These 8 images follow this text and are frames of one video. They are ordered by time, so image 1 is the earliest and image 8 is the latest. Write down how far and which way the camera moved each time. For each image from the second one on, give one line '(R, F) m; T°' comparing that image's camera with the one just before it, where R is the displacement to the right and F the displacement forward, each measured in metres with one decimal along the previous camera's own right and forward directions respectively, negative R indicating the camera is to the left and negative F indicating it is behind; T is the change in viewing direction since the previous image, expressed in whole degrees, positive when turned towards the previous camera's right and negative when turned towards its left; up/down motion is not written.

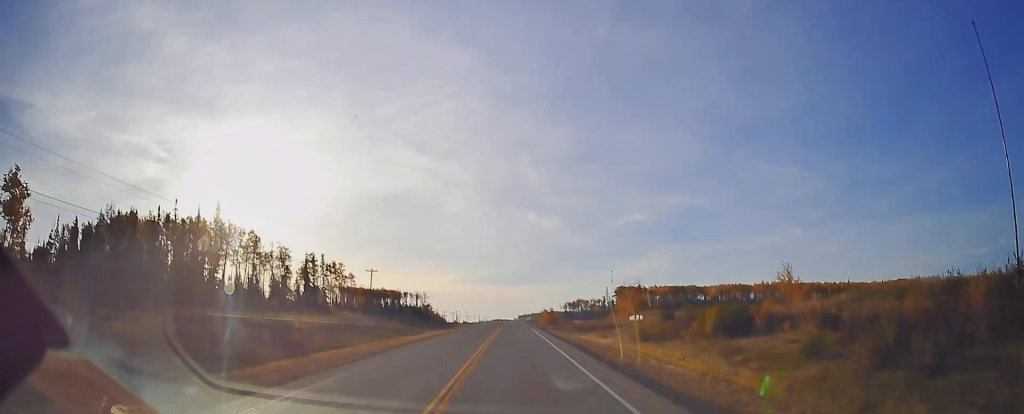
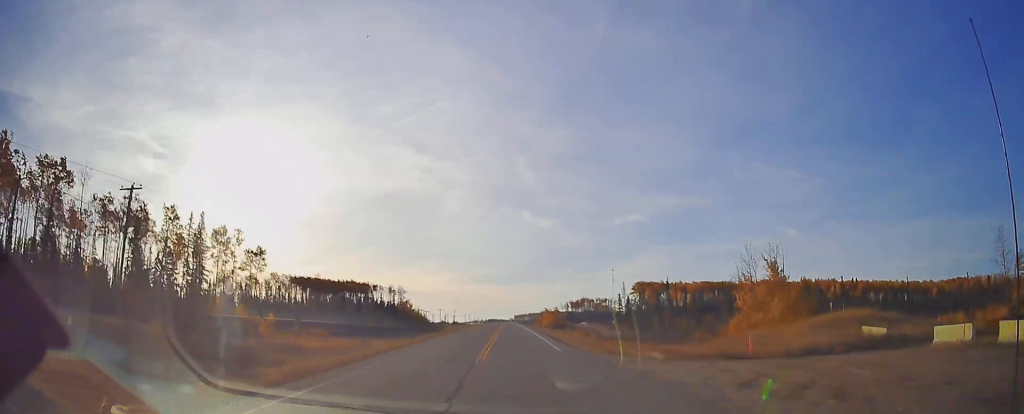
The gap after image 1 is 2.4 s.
(+0.2, +64.5) m; 0°
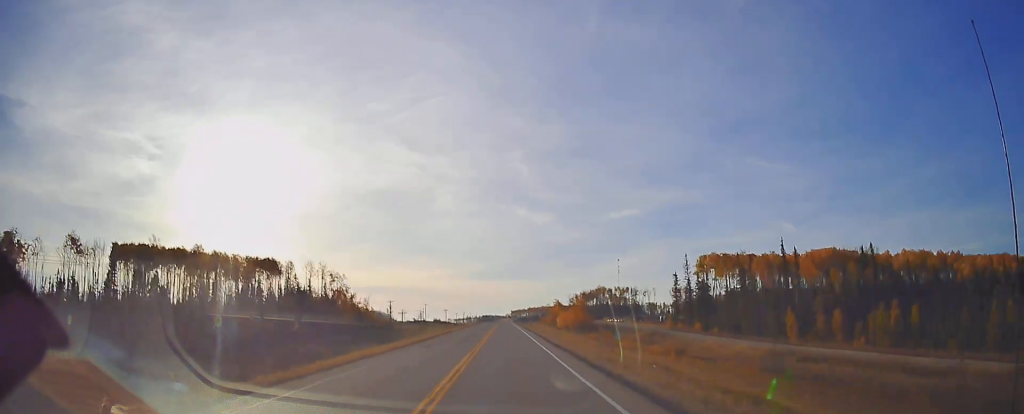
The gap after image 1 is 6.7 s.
(+1.2, +115.7) m; 0°
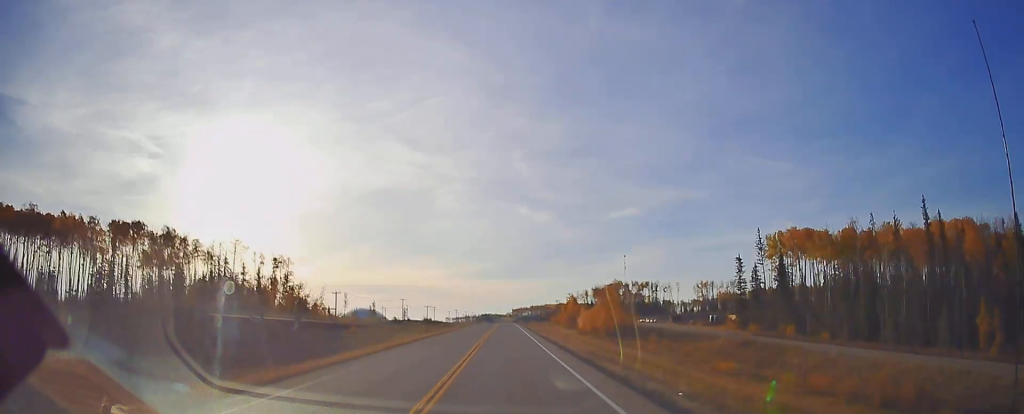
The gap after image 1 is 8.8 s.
(-0.4, +57.2) m; 0°
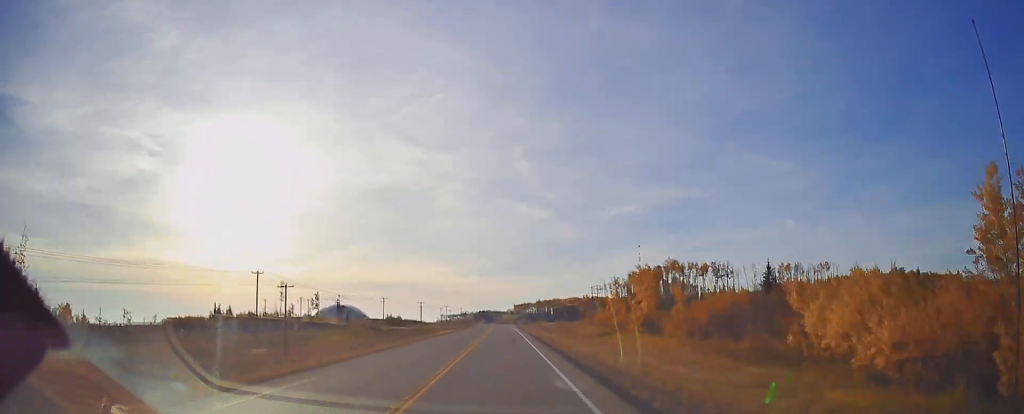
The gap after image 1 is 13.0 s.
(-0.5, +115.6) m; -1°
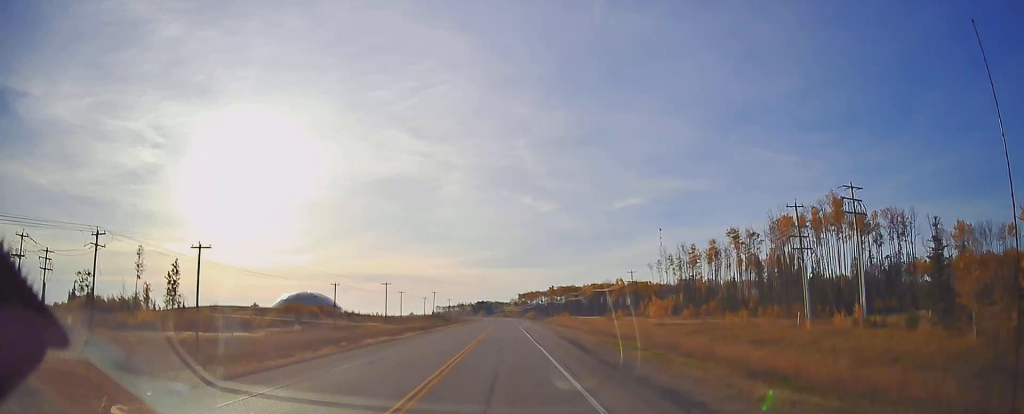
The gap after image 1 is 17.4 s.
(-0.2, +121.8) m; 0°
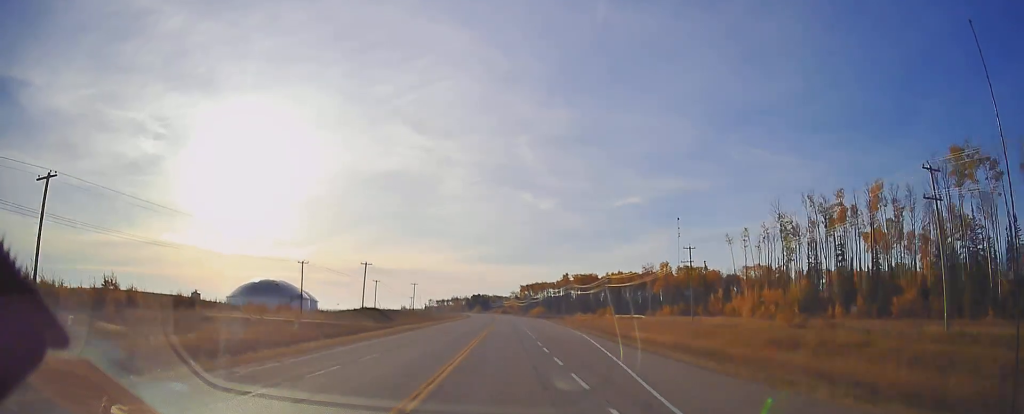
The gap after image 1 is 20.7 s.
(+0.1, +90.5) m; 0°
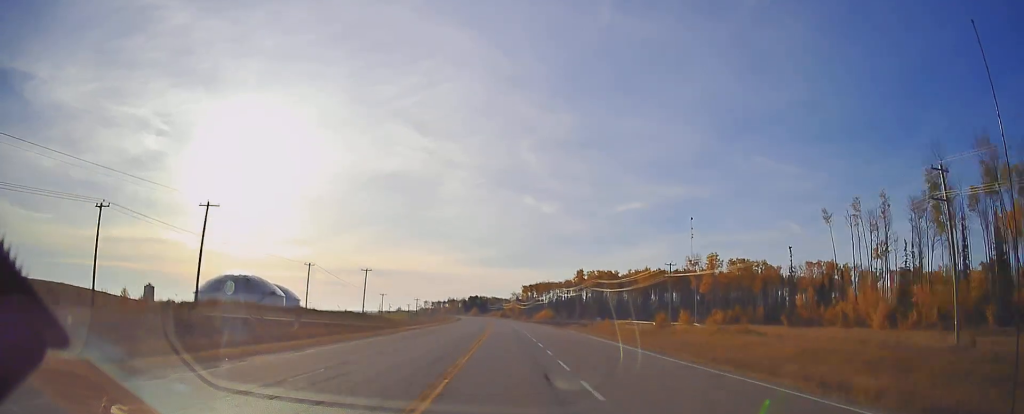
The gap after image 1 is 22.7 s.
(-0.1, +54.4) m; 0°
